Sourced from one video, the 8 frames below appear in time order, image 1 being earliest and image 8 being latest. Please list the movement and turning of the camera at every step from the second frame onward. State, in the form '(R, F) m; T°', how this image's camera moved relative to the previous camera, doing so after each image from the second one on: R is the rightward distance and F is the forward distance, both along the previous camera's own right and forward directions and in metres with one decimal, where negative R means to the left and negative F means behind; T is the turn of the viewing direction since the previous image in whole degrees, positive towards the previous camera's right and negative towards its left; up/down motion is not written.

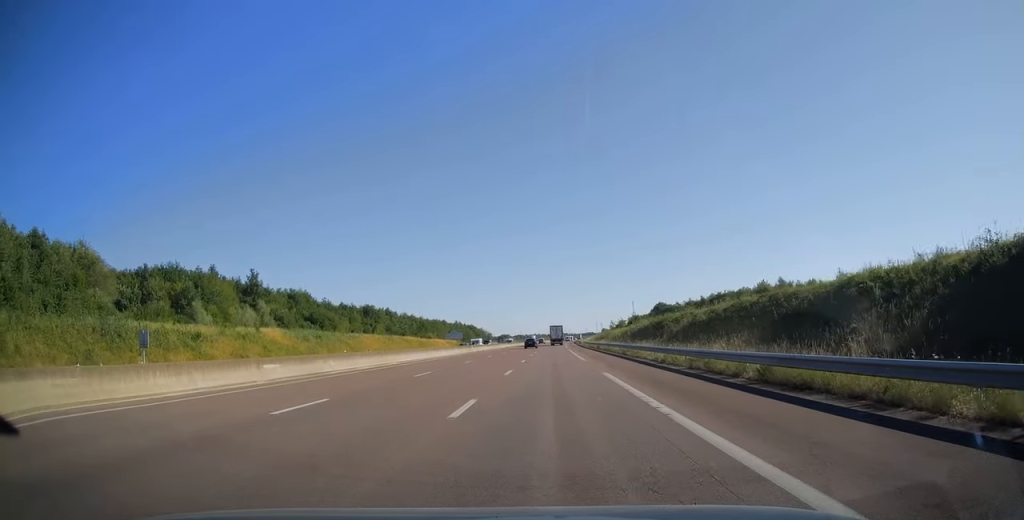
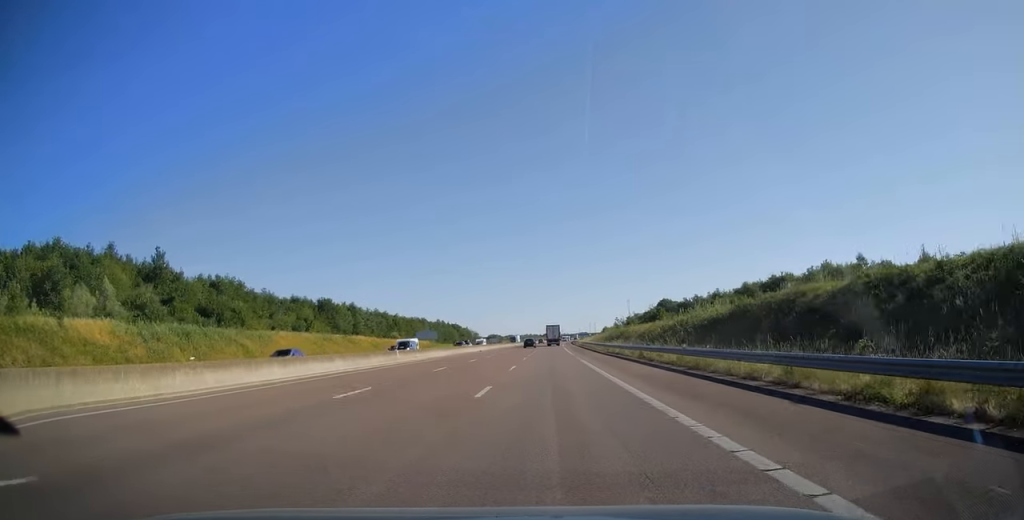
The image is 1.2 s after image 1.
(+0.2, +35.4) m; +1°
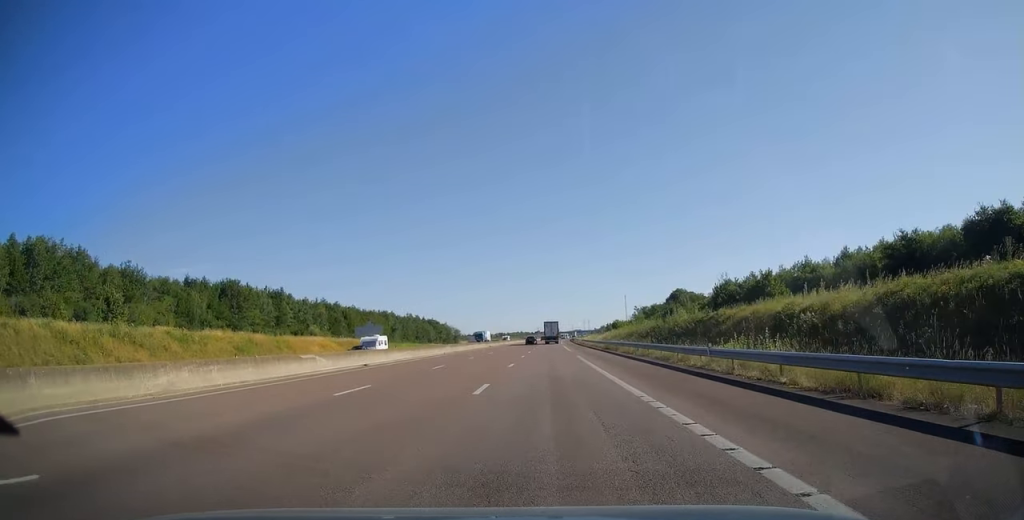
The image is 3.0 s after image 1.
(+0.5, +51.6) m; +1°
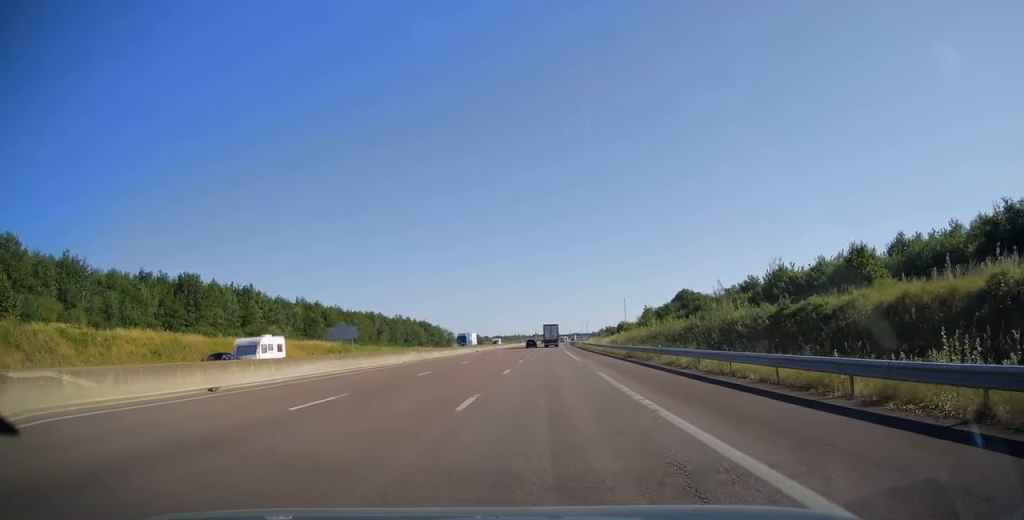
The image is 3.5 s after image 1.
(0.0, +15.8) m; 0°
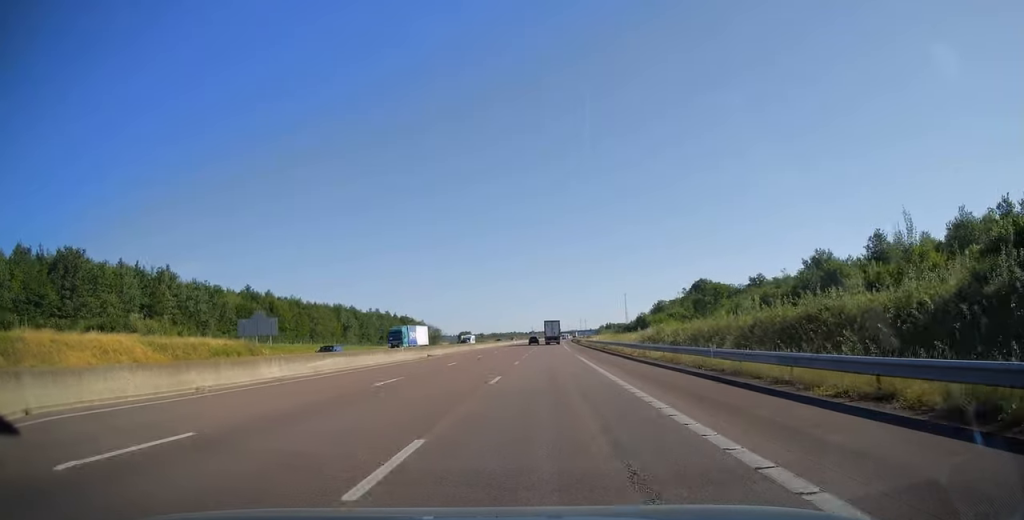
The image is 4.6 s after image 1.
(0.0, +33.0) m; 0°
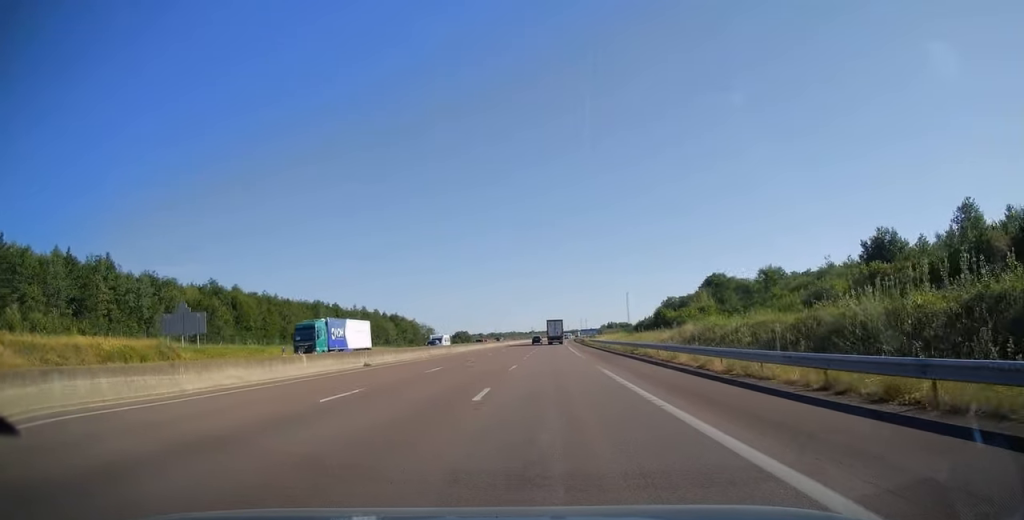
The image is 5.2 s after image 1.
(0.0, +17.8) m; 0°
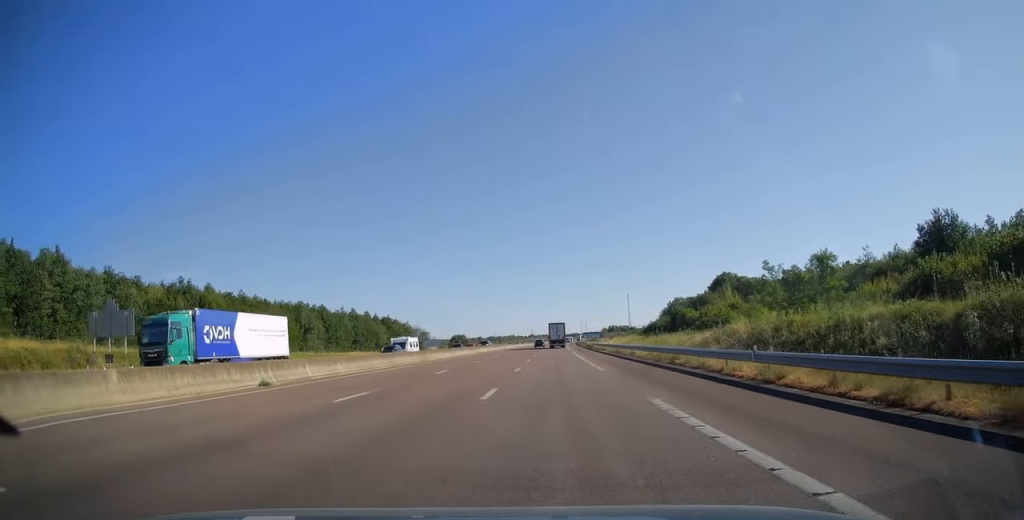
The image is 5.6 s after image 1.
(0.0, +12.3) m; 0°
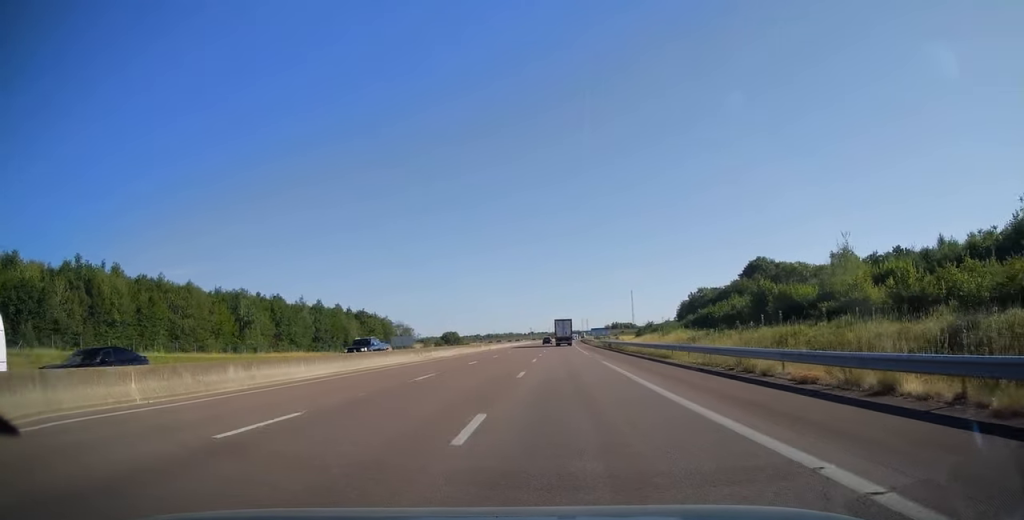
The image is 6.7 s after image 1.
(+0.1, +31.9) m; 0°
